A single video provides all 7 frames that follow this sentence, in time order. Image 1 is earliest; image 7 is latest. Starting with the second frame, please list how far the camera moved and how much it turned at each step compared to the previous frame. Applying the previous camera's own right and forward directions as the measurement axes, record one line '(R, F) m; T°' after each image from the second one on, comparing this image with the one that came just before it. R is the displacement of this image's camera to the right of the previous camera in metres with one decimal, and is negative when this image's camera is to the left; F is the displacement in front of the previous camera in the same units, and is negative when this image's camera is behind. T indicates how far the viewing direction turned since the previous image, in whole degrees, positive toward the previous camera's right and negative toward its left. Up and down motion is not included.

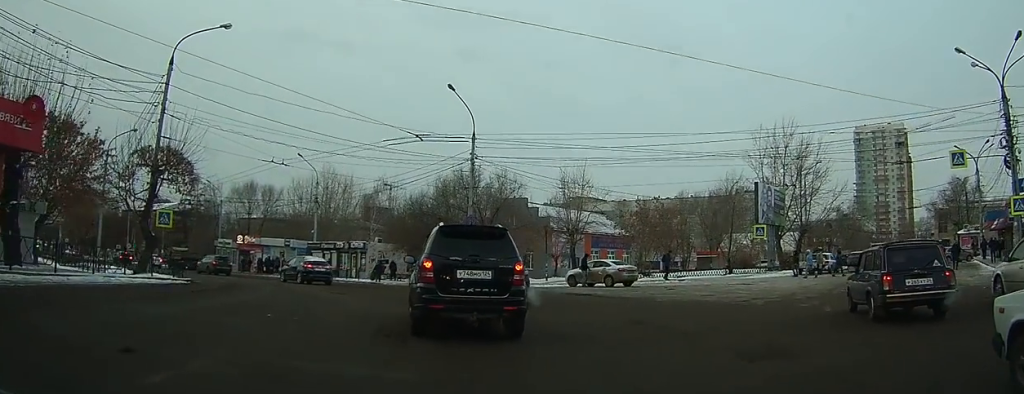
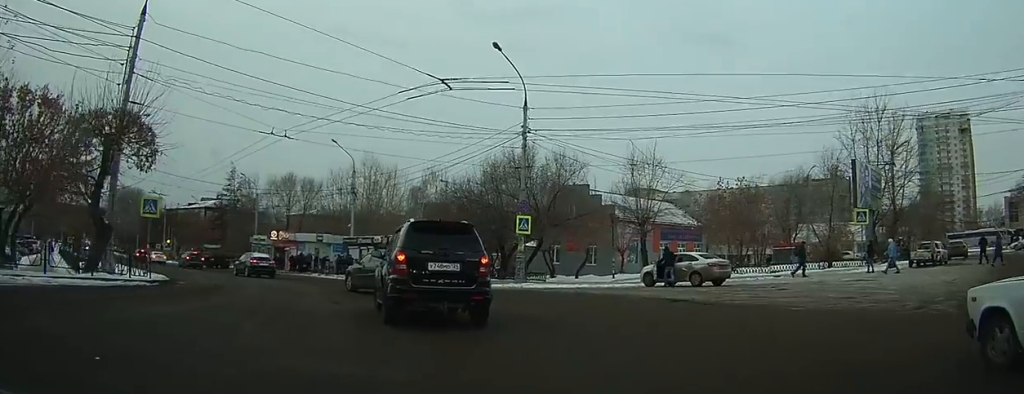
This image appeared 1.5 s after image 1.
(-0.1, +6.1) m; -7°
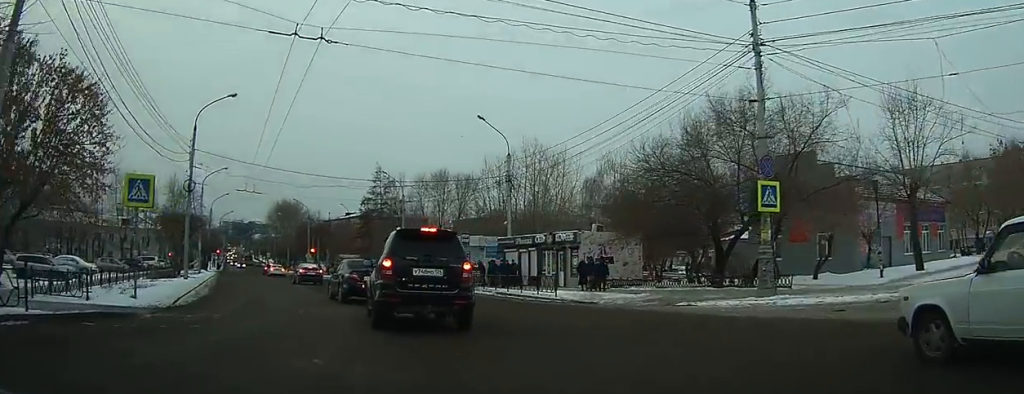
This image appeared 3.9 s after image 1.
(-1.6, +10.8) m; -15°
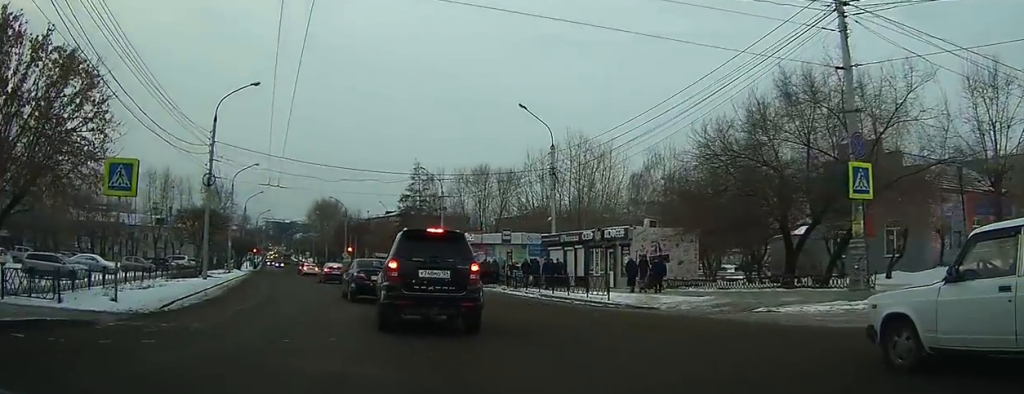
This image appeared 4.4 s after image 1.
(-0.1, +2.4) m; -3°
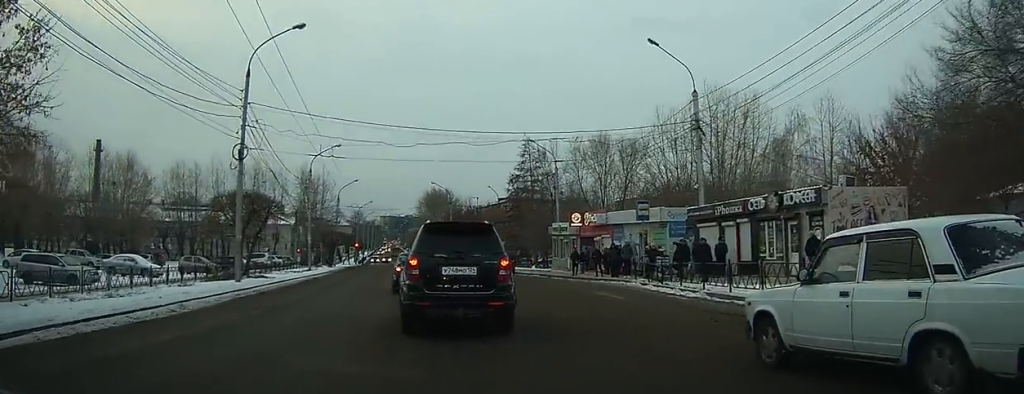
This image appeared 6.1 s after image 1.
(-0.8, +7.9) m; -12°
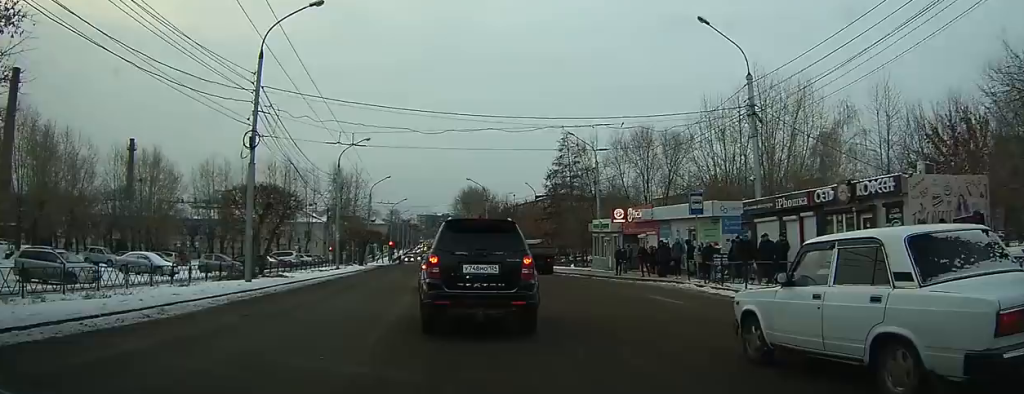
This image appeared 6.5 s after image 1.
(-0.1, +2.2) m; -2°
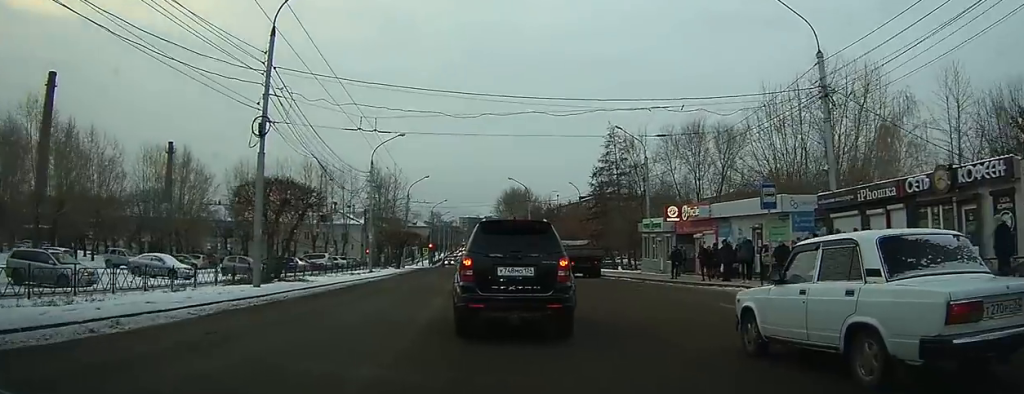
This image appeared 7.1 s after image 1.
(-0.1, +2.6) m; -3°
